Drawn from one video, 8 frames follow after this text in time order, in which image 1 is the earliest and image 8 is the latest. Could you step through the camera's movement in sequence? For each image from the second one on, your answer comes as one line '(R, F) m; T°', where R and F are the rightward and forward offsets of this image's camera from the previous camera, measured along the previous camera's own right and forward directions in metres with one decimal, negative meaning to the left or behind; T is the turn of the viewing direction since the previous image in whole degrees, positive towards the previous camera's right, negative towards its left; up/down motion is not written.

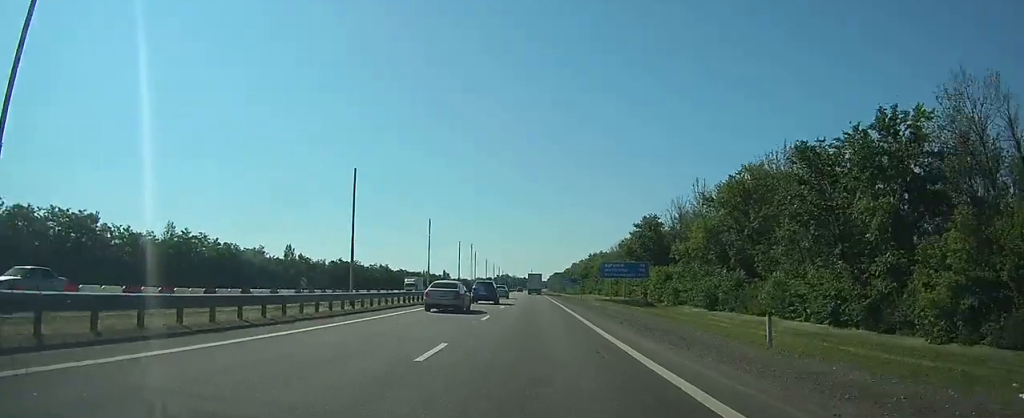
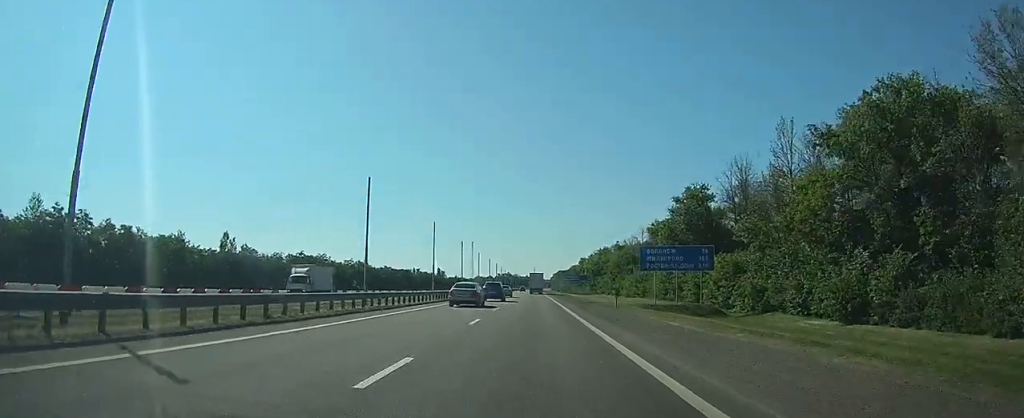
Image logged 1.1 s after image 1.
(+0.2, +26.6) m; +1°
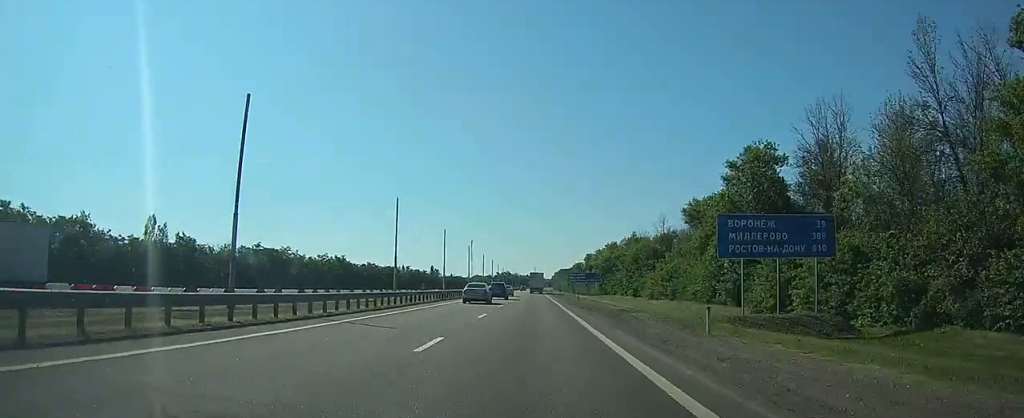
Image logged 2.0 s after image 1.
(+0.1, +20.1) m; 0°
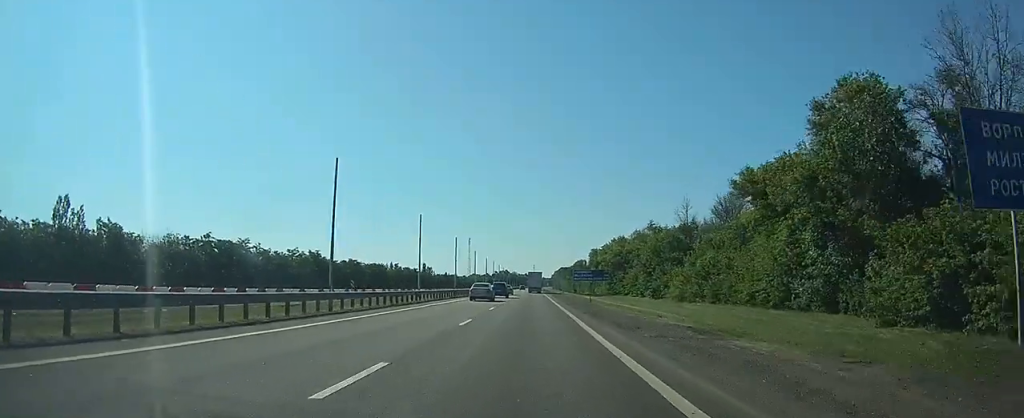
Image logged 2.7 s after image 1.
(0.0, +16.9) m; 0°
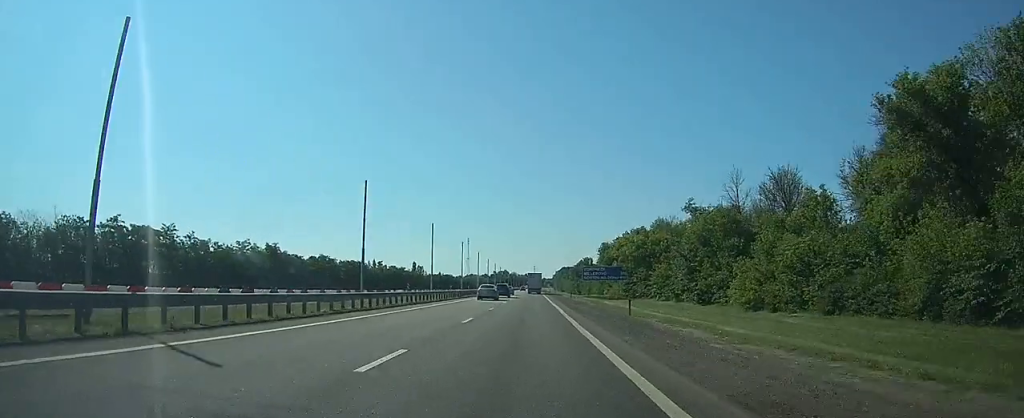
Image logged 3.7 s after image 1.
(0.0, +22.0) m; 0°
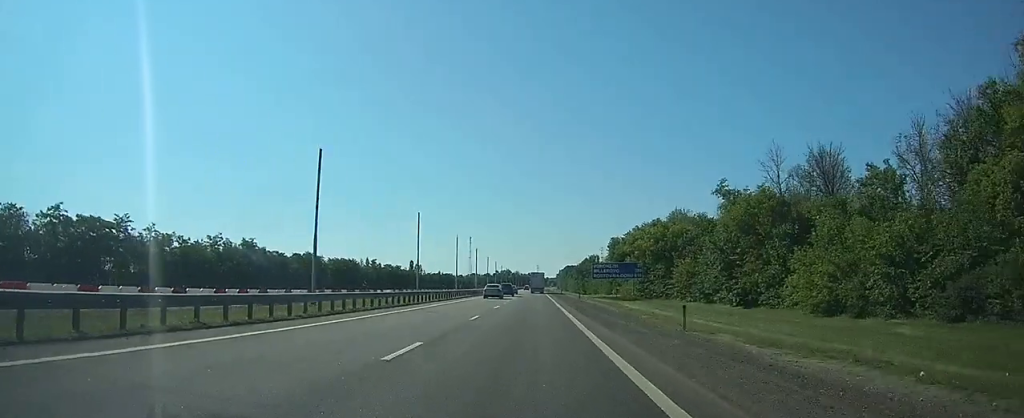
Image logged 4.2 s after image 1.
(0.0, +10.5) m; 0°
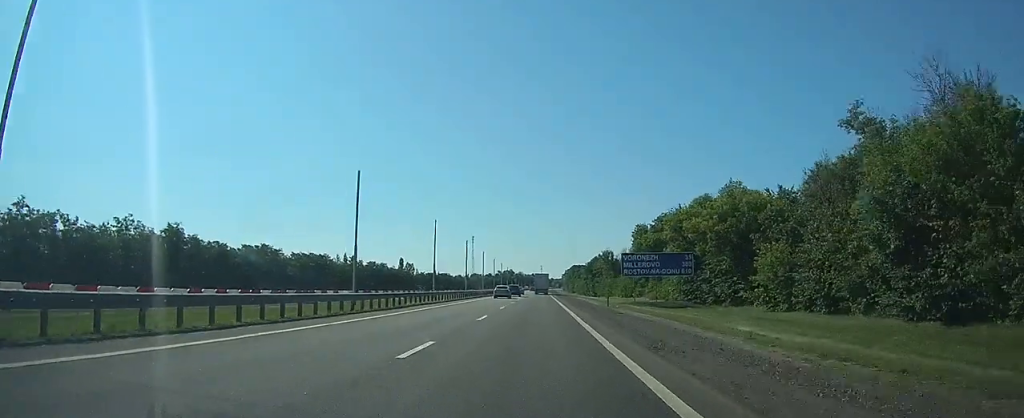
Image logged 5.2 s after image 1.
(0.0, +23.3) m; -1°
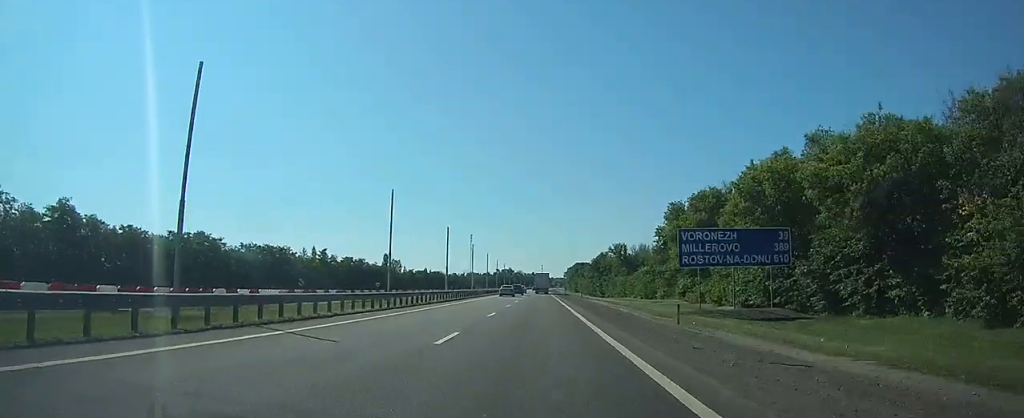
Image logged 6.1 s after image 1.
(-0.1, +21.1) m; -1°
